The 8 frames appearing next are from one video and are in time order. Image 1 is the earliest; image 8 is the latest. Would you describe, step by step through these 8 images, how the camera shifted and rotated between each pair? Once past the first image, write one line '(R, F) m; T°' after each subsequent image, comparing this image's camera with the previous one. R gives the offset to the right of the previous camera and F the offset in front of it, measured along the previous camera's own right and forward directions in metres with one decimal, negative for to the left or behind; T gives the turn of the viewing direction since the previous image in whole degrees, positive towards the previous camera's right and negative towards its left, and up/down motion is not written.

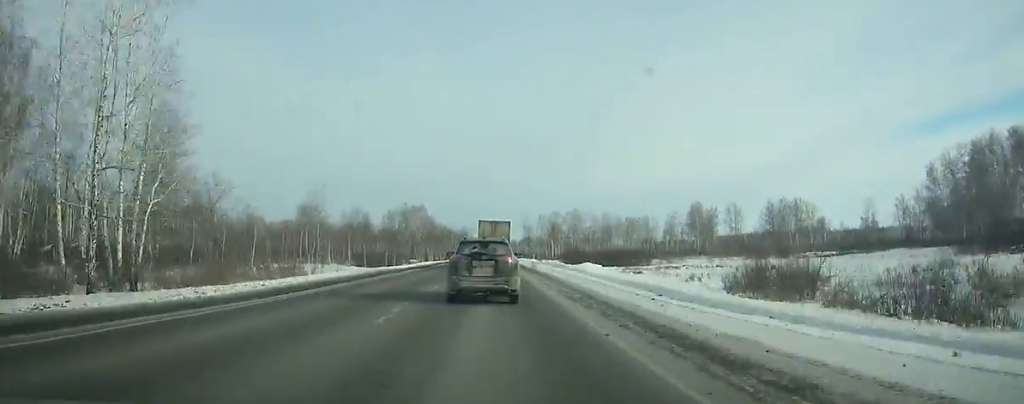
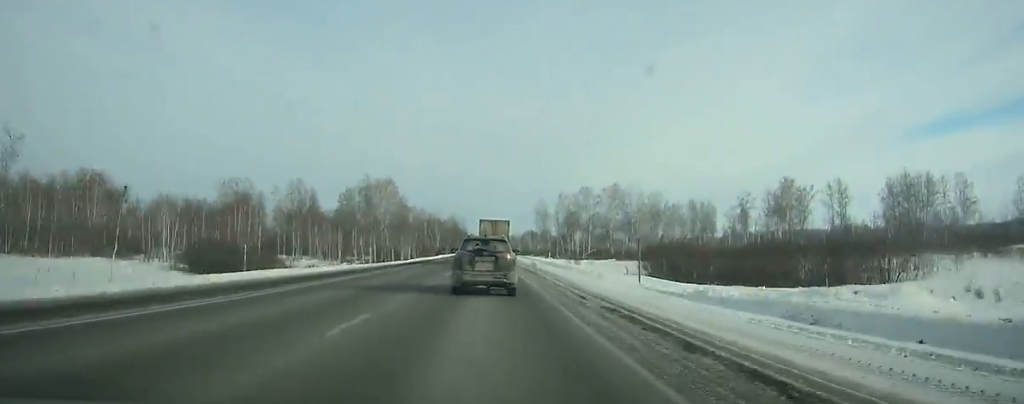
(+0.1, +86.8) m; 0°
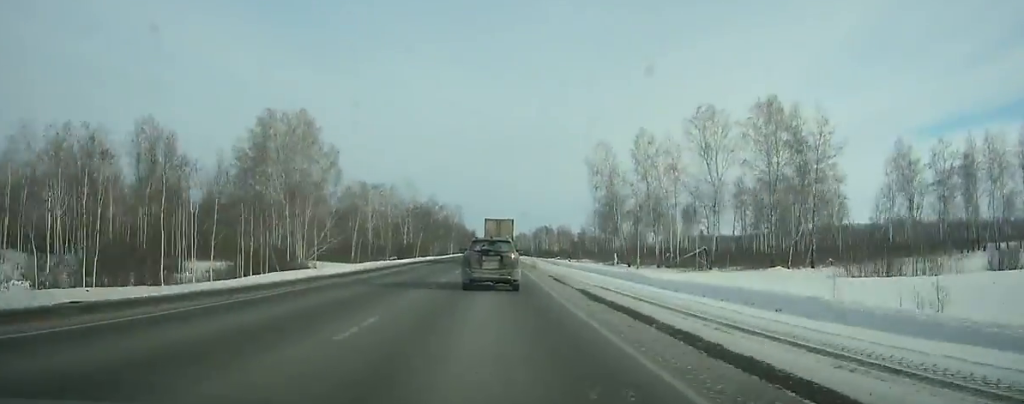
(-0.1, +96.4) m; 0°
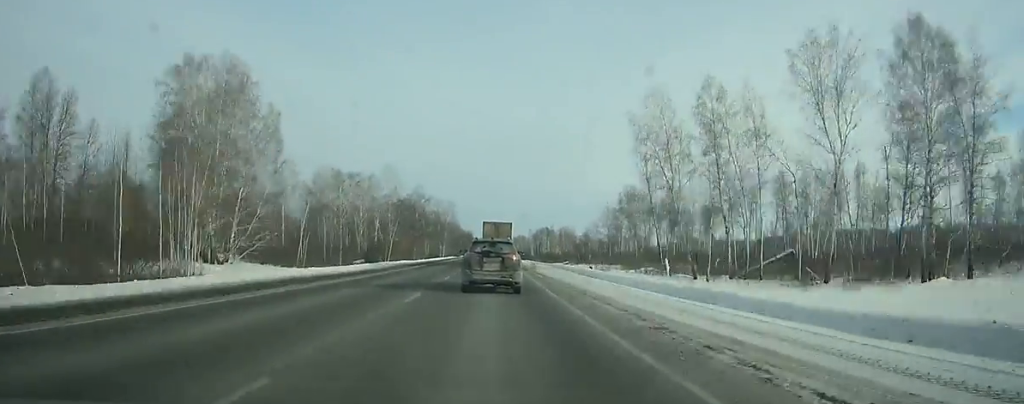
(-0.1, +29.4) m; 0°
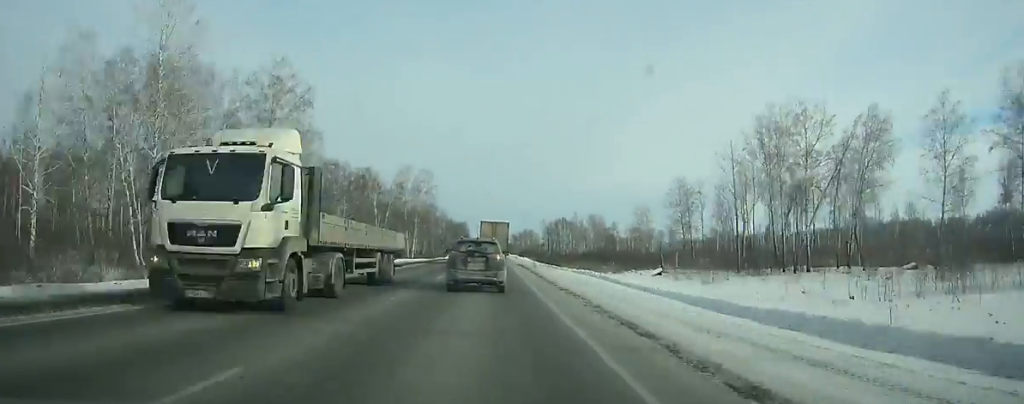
(0.0, +96.3) m; 0°
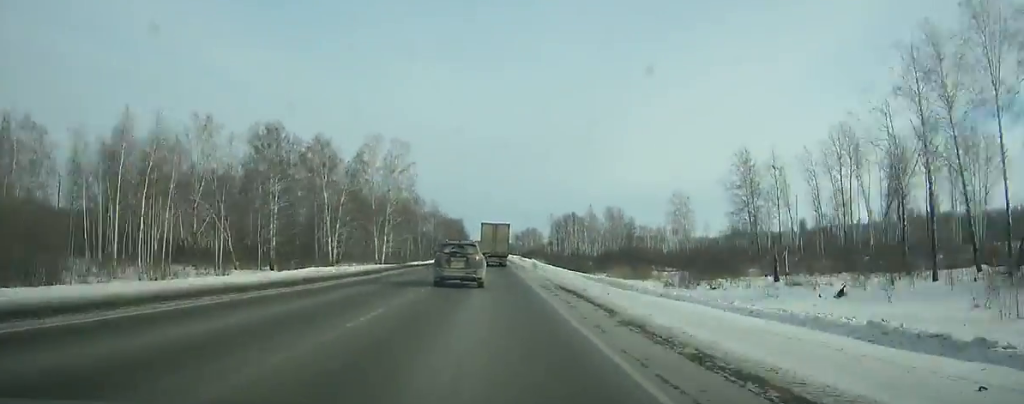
(-0.1, +41.7) m; 0°
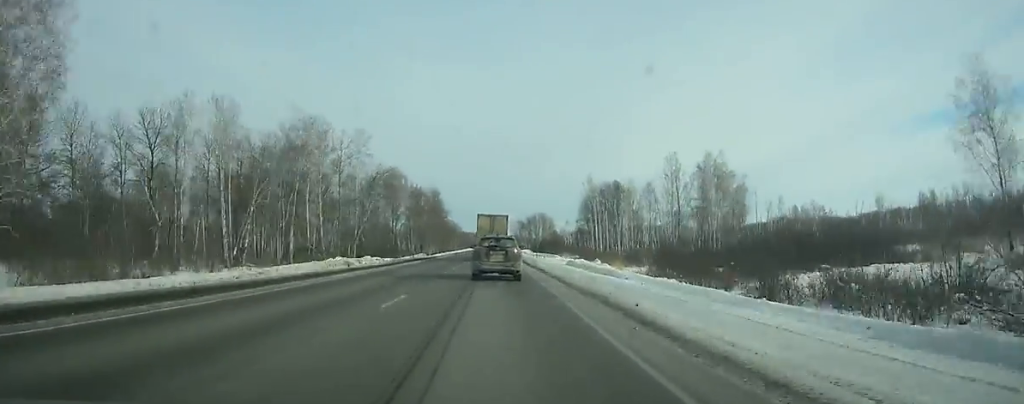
(-0.1, +102.4) m; 0°
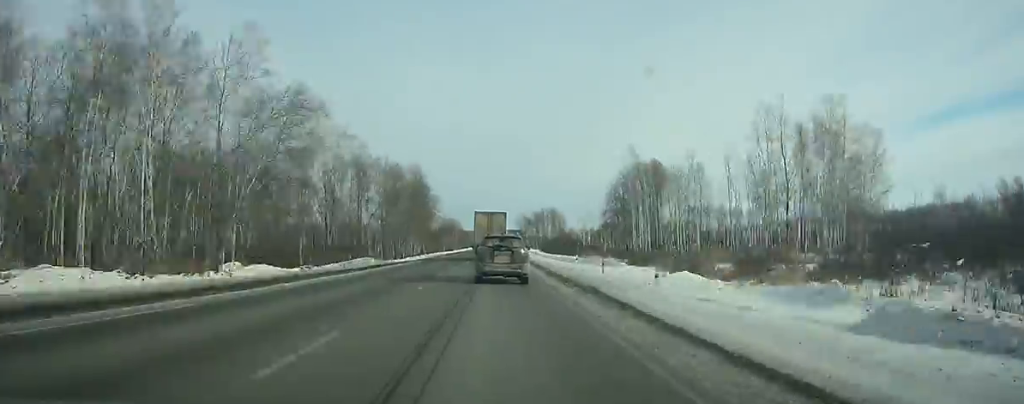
(-0.1, +41.5) m; 0°
